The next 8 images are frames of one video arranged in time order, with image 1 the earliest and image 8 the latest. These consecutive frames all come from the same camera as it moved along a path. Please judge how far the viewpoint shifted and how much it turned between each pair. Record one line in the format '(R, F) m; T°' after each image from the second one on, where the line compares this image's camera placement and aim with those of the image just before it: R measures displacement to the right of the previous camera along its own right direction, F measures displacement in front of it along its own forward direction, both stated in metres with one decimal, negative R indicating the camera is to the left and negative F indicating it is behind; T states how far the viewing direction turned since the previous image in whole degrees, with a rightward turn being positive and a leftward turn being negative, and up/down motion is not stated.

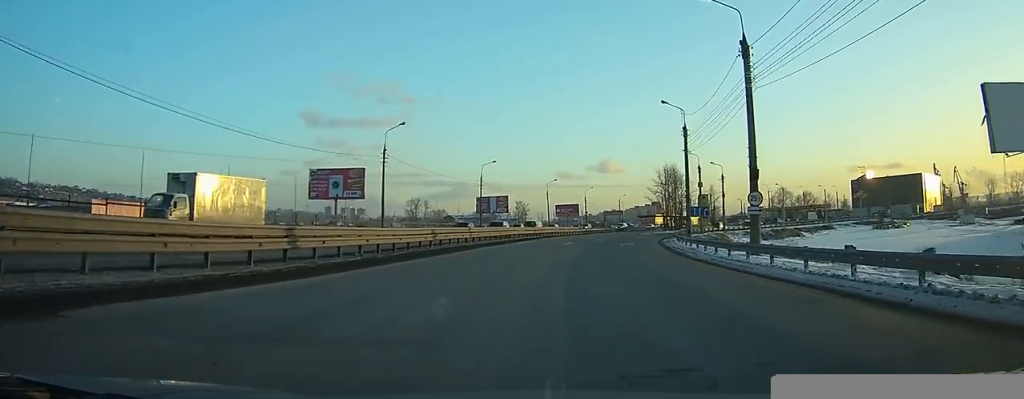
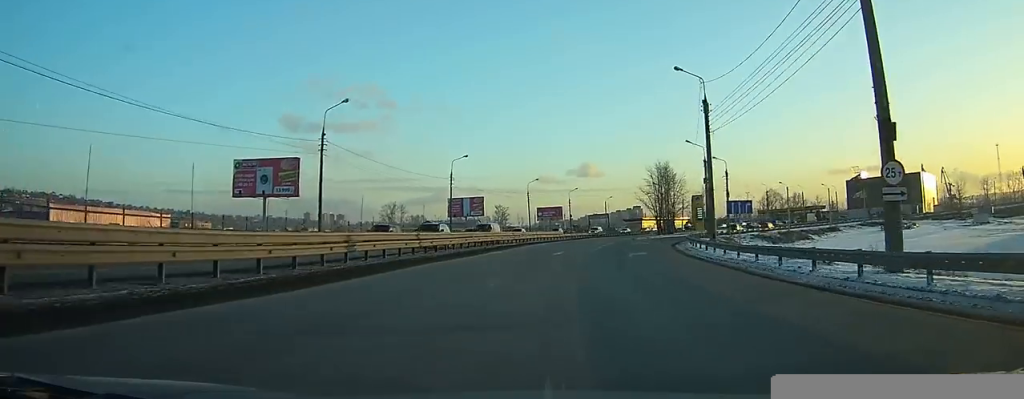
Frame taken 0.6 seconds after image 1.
(+0.2, +12.2) m; +2°
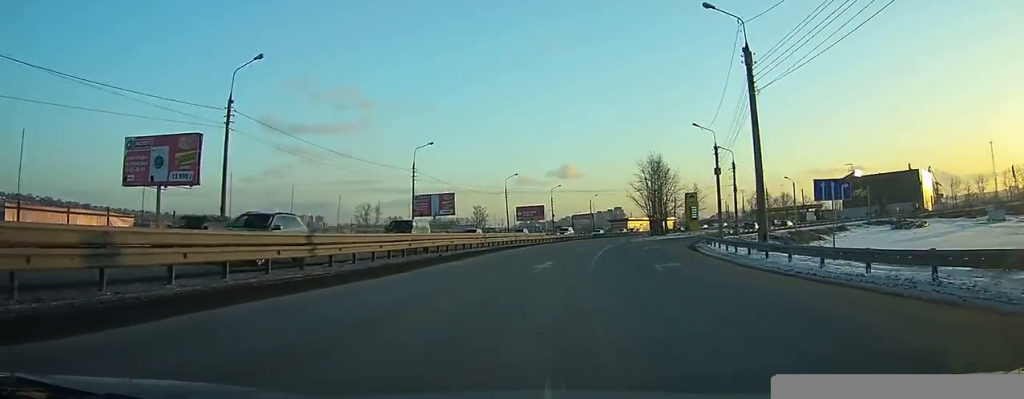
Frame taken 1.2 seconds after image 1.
(0.0, +12.2) m; +2°
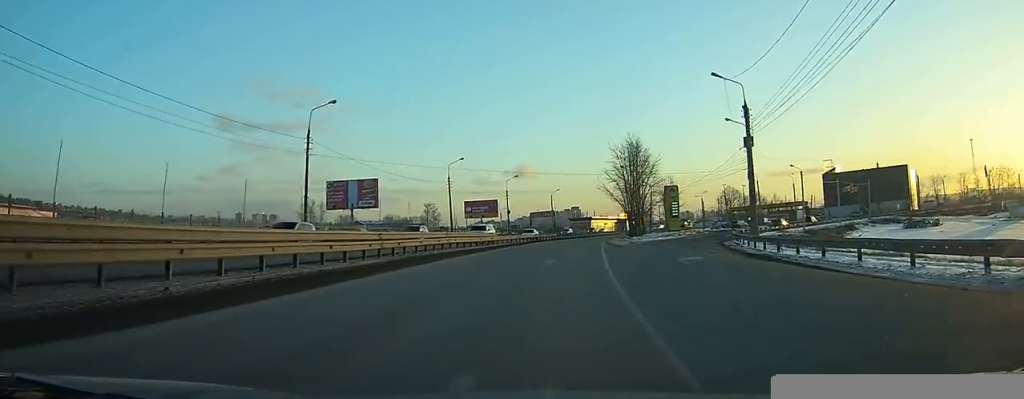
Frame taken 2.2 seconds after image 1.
(+0.7, +20.1) m; +4°
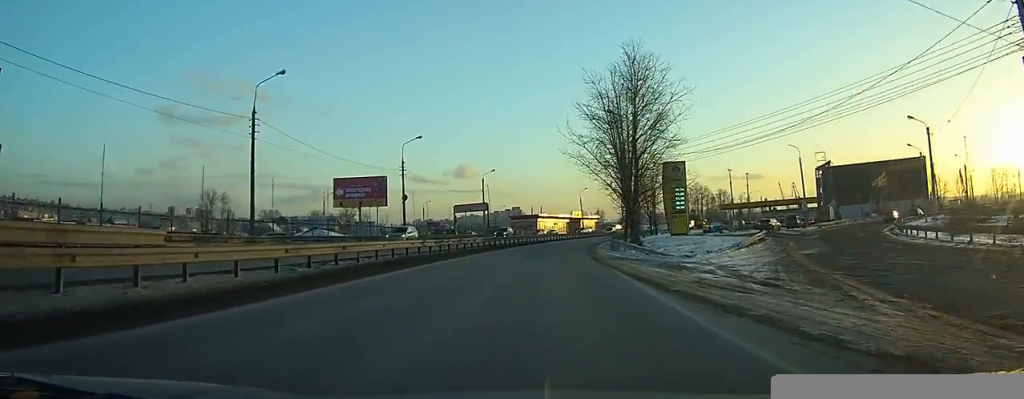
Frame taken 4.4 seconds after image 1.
(+2.9, +43.0) m; +7°
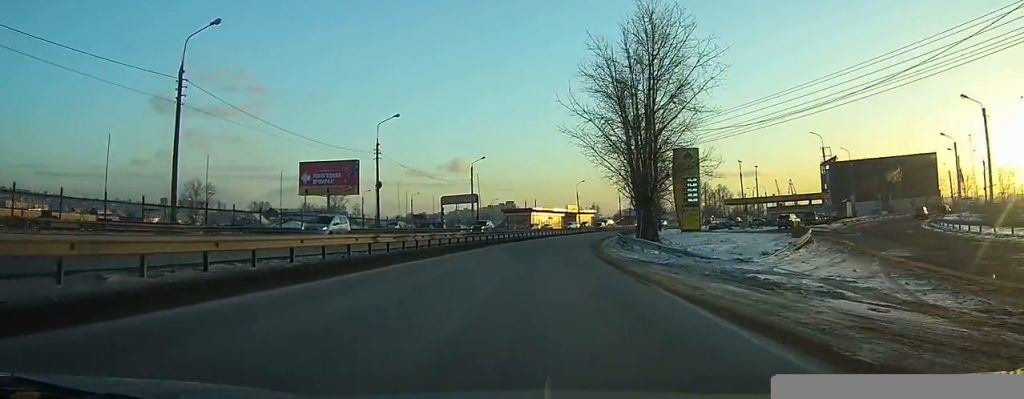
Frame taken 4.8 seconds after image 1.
(+0.2, +7.9) m; +1°
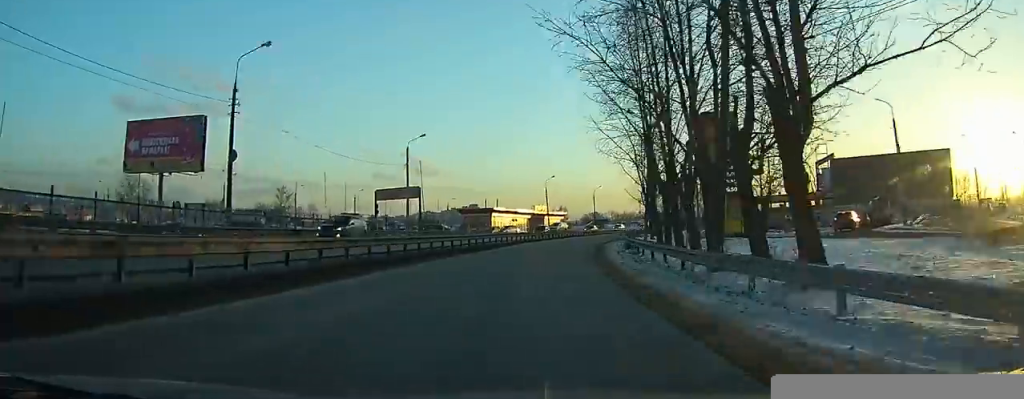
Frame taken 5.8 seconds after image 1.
(+0.7, +21.1) m; +3°
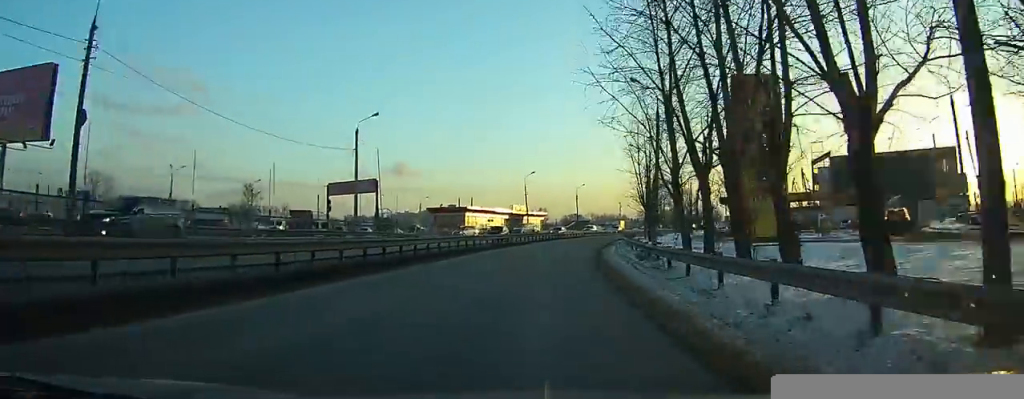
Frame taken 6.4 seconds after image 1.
(+0.1, +10.6) m; +1°
